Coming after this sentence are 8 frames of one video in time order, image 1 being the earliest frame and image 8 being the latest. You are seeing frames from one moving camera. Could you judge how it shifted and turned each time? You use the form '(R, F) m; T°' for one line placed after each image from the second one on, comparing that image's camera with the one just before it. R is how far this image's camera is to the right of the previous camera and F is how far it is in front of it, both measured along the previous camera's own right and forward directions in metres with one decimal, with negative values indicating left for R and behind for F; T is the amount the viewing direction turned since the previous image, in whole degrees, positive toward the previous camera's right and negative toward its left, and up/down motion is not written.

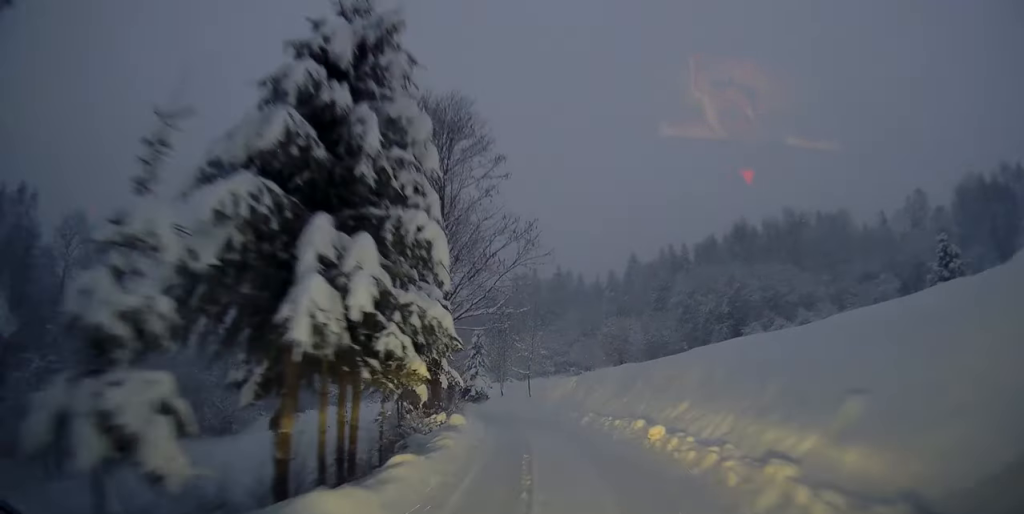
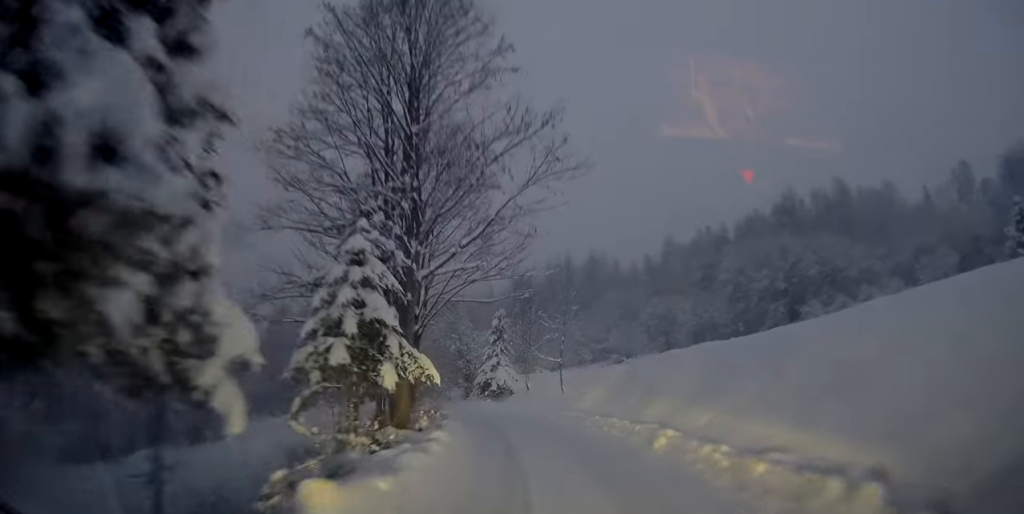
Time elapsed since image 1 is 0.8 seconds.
(-0.3, +8.6) m; -6°
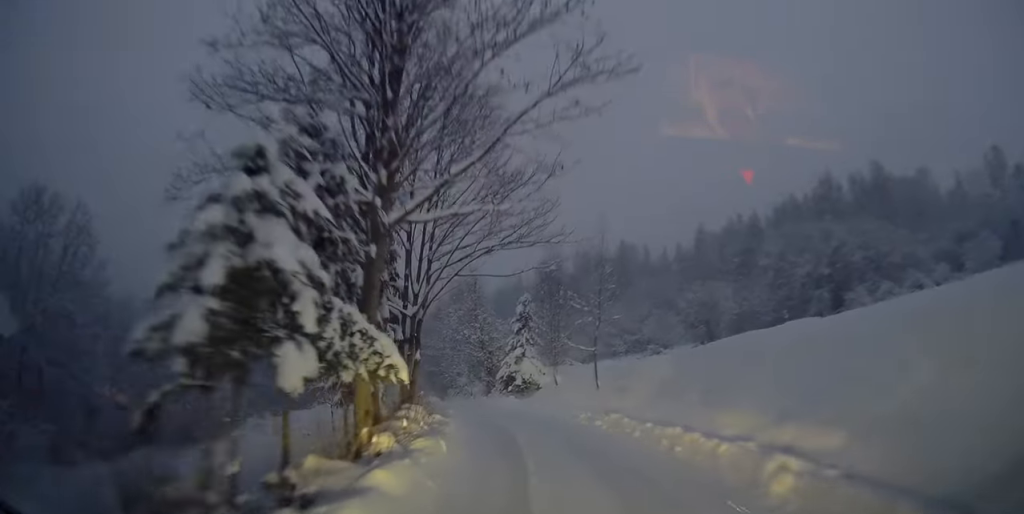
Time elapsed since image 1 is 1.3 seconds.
(-0.2, +4.3) m; -3°
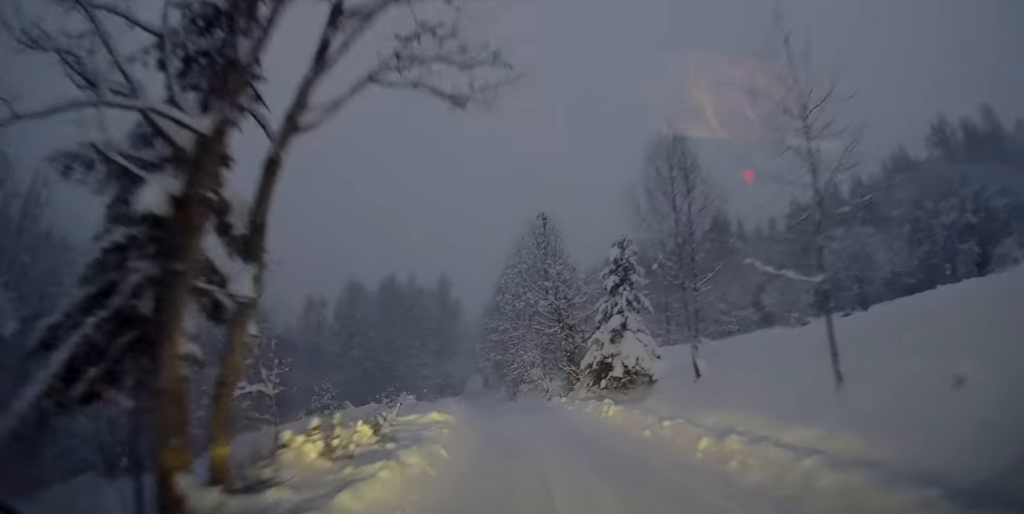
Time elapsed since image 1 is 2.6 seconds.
(-1.0, +13.4) m; -9°
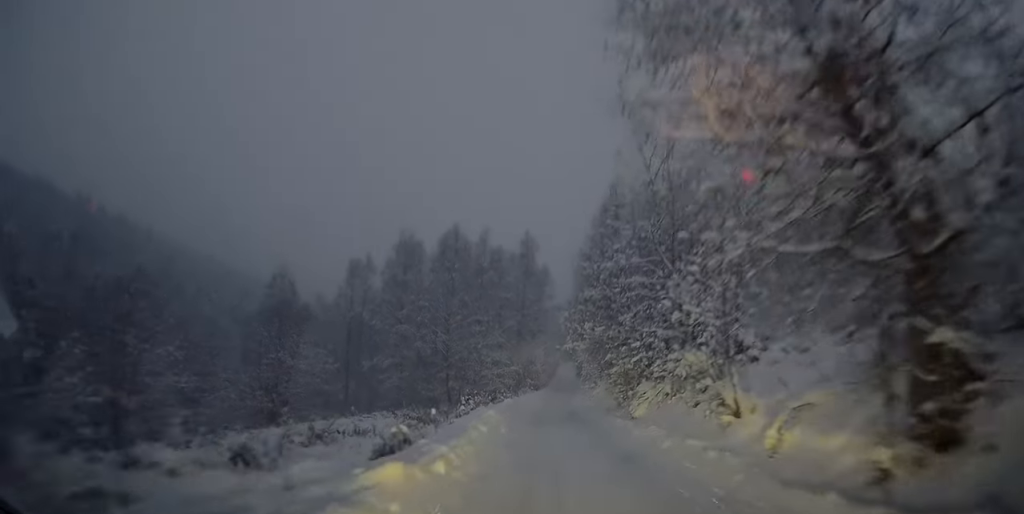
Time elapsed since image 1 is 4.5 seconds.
(-1.4, +19.9) m; -6°
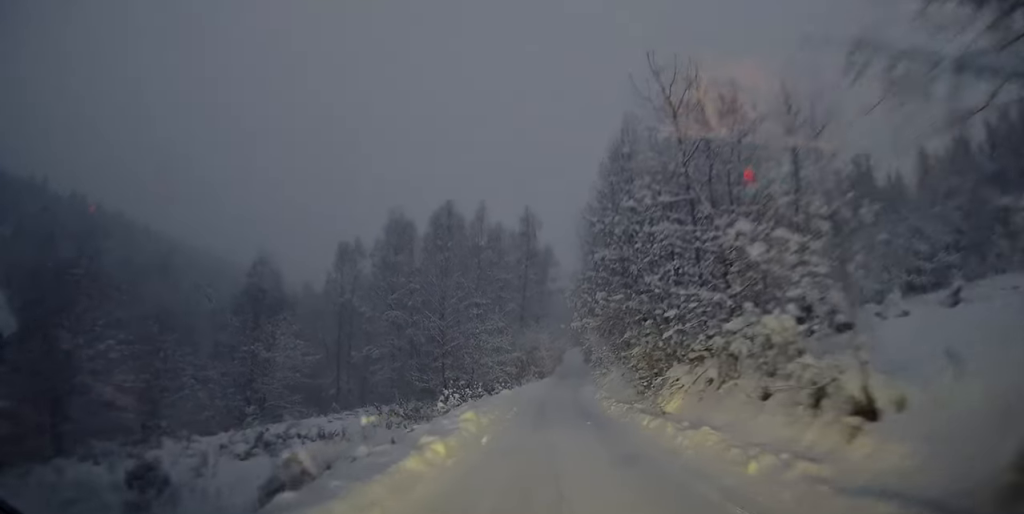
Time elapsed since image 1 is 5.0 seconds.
(-0.1, +5.1) m; -1°
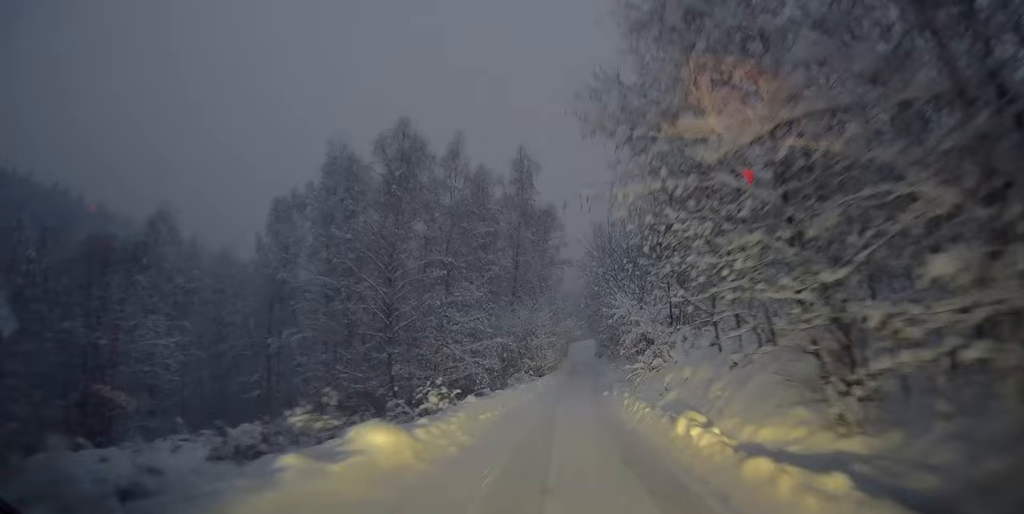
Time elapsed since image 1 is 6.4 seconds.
(-0.2, +17.2) m; 0°
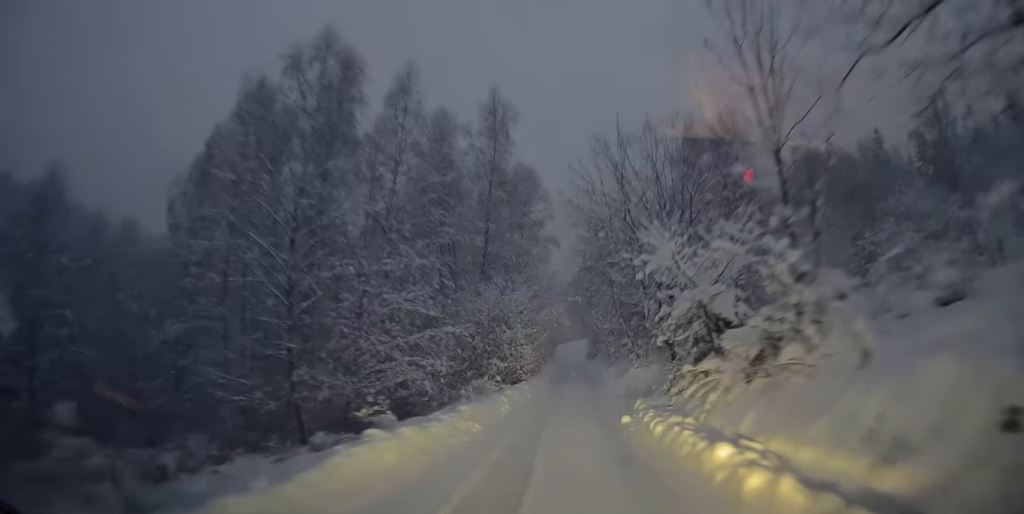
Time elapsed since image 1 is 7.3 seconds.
(+0.2, +11.3) m; +2°
